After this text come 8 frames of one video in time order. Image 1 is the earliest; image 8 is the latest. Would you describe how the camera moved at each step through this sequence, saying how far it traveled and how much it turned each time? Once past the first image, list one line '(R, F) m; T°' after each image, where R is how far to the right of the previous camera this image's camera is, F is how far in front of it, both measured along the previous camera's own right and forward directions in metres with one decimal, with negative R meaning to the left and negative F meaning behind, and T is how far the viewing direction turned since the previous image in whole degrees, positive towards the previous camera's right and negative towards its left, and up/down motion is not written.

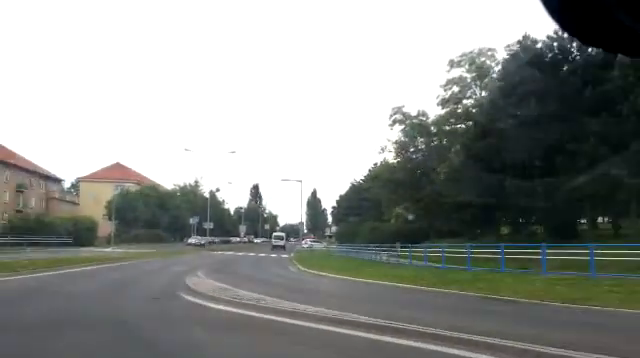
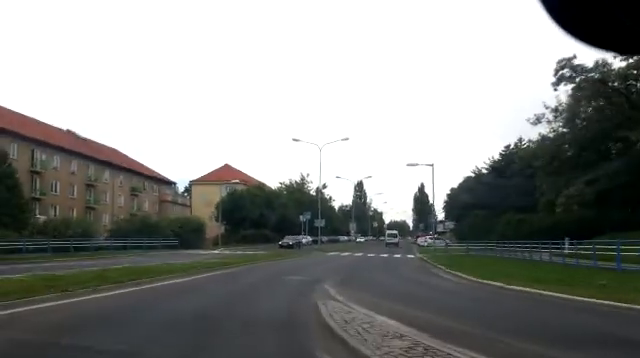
(-0.2, +6.9) m; -4°
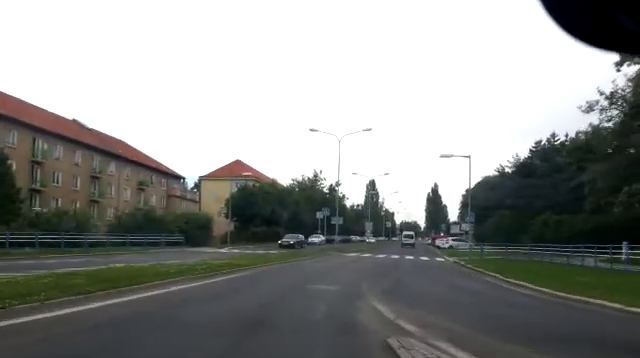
(0.0, +3.6) m; -1°
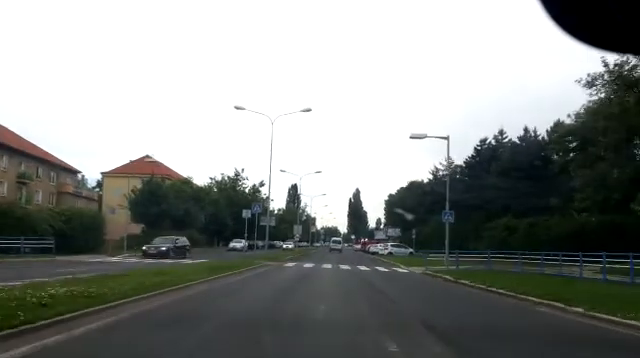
(-0.2, +8.4) m; -1°
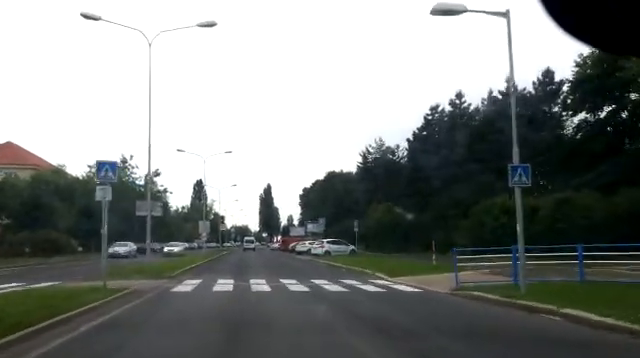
(+0.5, +12.9) m; +5°
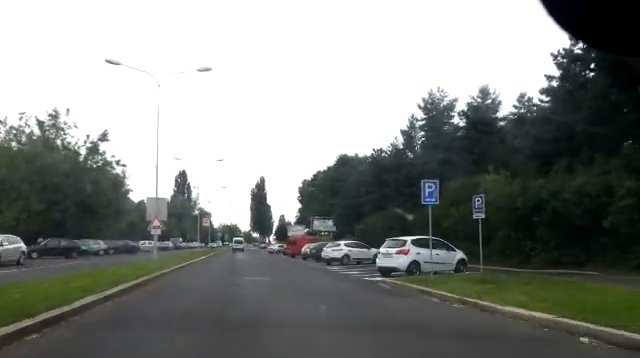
(+1.0, +23.2) m; +4°
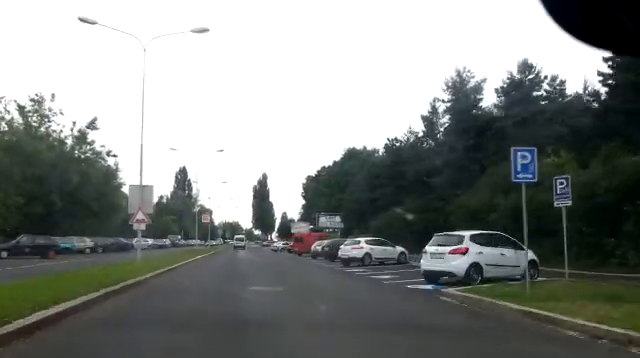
(0.0, +4.7) m; +1°
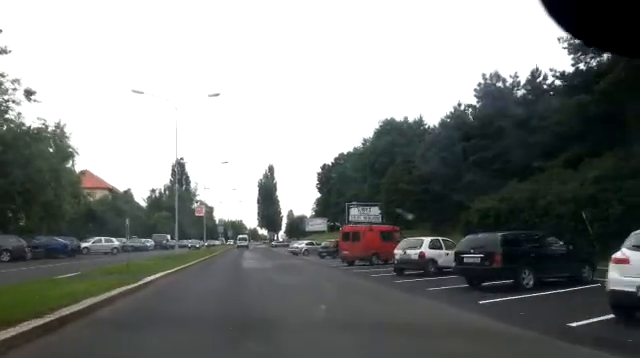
(+0.1, +19.5) m; 0°
